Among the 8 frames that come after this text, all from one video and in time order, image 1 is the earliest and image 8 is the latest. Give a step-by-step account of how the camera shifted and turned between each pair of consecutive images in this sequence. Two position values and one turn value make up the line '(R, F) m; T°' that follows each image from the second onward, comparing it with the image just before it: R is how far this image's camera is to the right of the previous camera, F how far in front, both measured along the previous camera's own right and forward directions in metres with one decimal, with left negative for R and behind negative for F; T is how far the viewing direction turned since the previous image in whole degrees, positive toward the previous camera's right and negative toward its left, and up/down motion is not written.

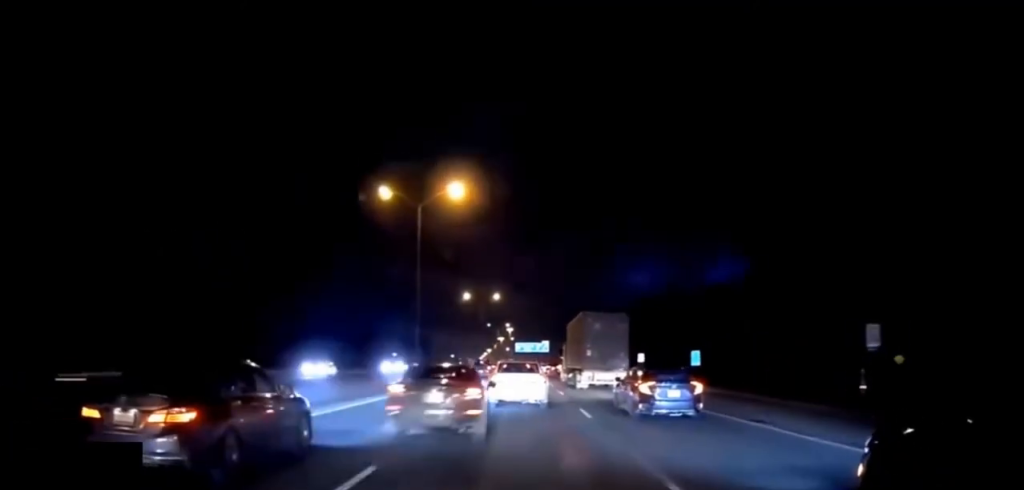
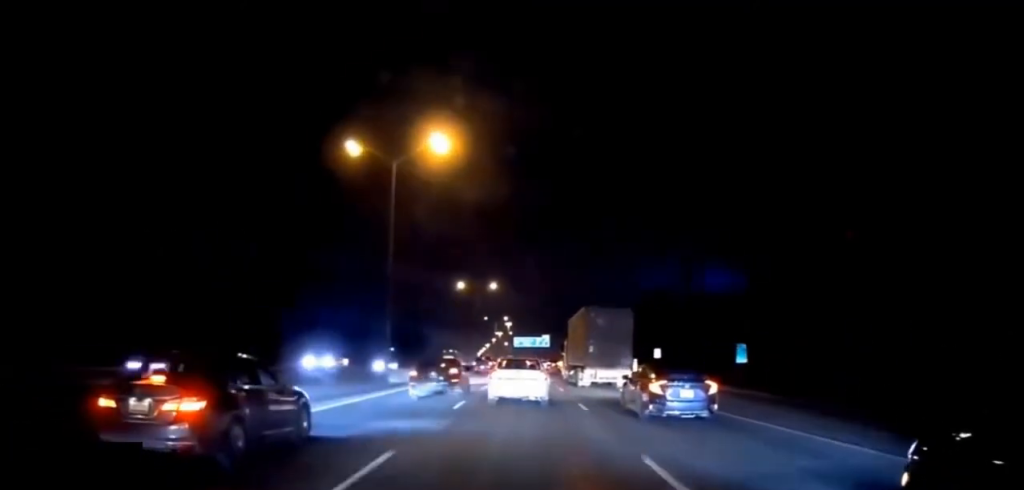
(0.0, +10.0) m; 0°
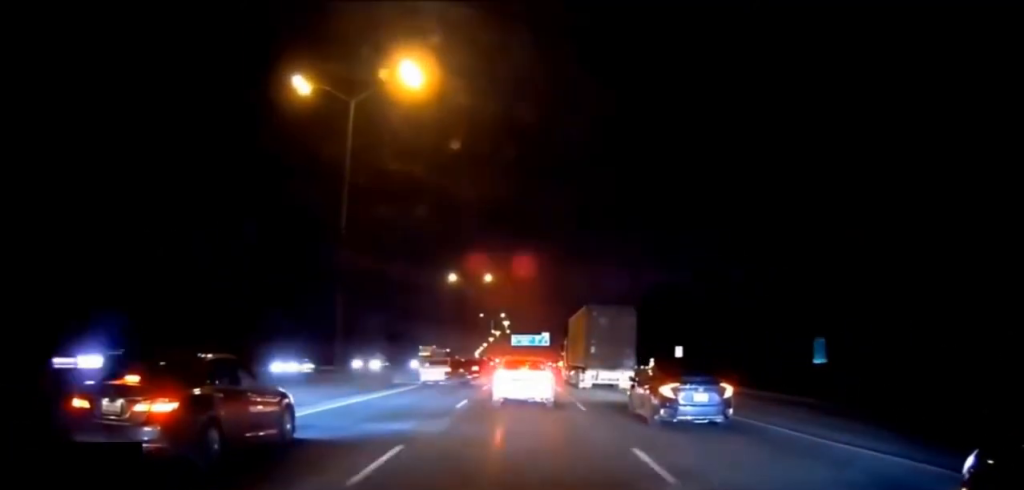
(0.0, +10.2) m; 0°
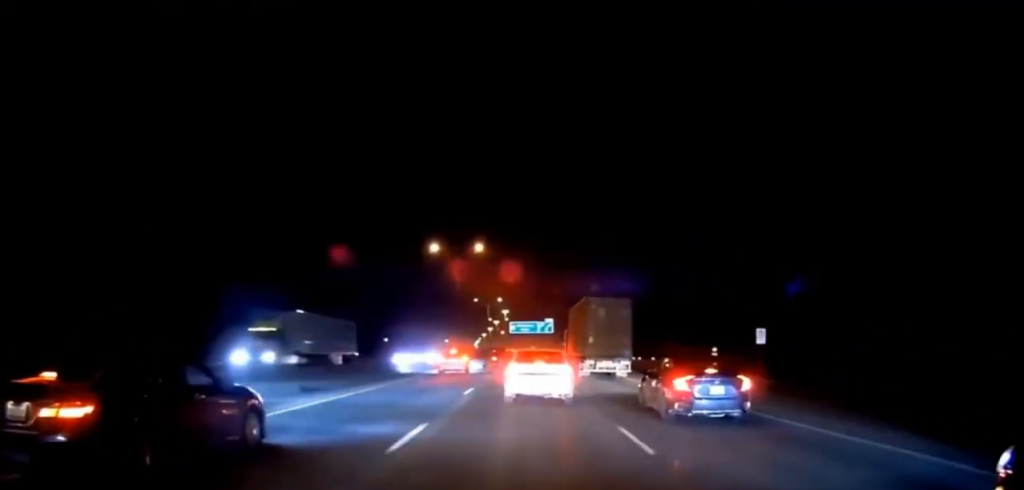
(-0.1, +20.9) m; -1°
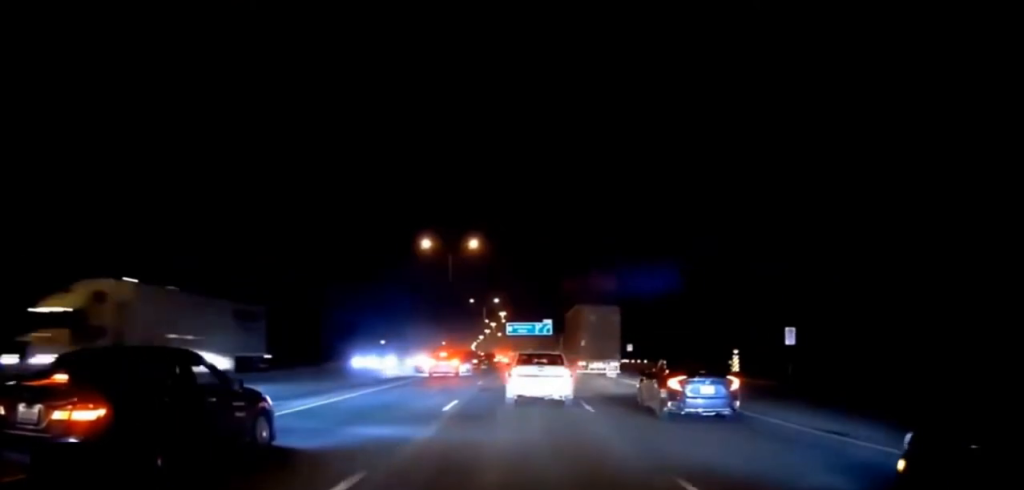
(0.0, +5.7) m; 0°
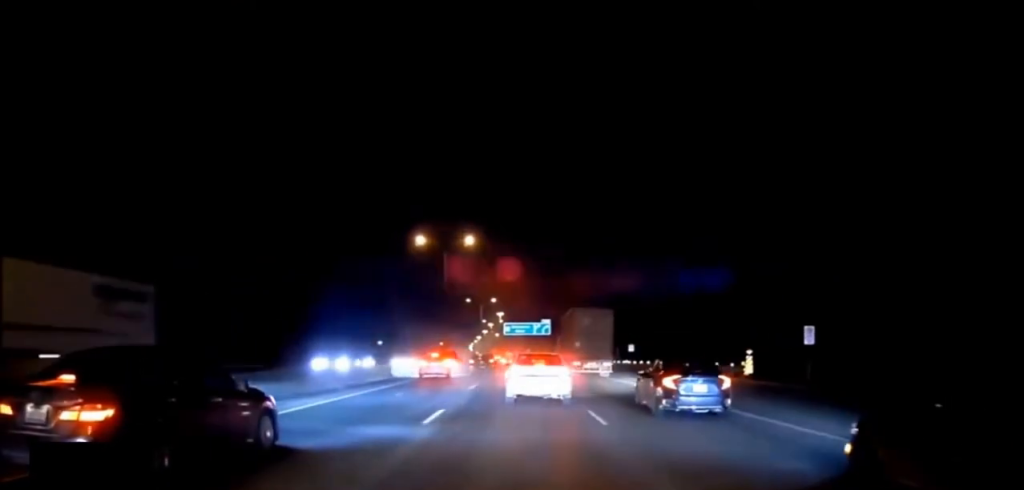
(0.0, +3.8) m; 0°
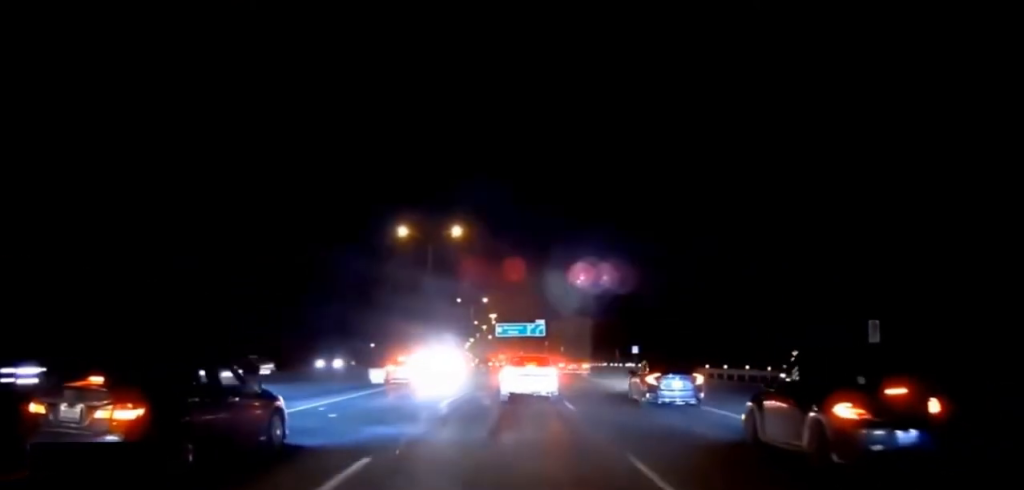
(+0.2, +6.8) m; +2°
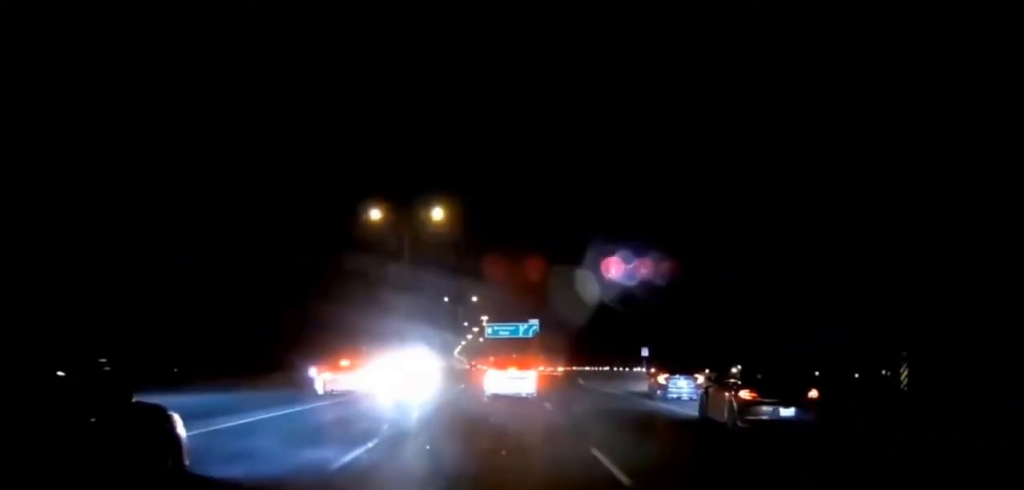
(+0.3, +10.0) m; +1°
